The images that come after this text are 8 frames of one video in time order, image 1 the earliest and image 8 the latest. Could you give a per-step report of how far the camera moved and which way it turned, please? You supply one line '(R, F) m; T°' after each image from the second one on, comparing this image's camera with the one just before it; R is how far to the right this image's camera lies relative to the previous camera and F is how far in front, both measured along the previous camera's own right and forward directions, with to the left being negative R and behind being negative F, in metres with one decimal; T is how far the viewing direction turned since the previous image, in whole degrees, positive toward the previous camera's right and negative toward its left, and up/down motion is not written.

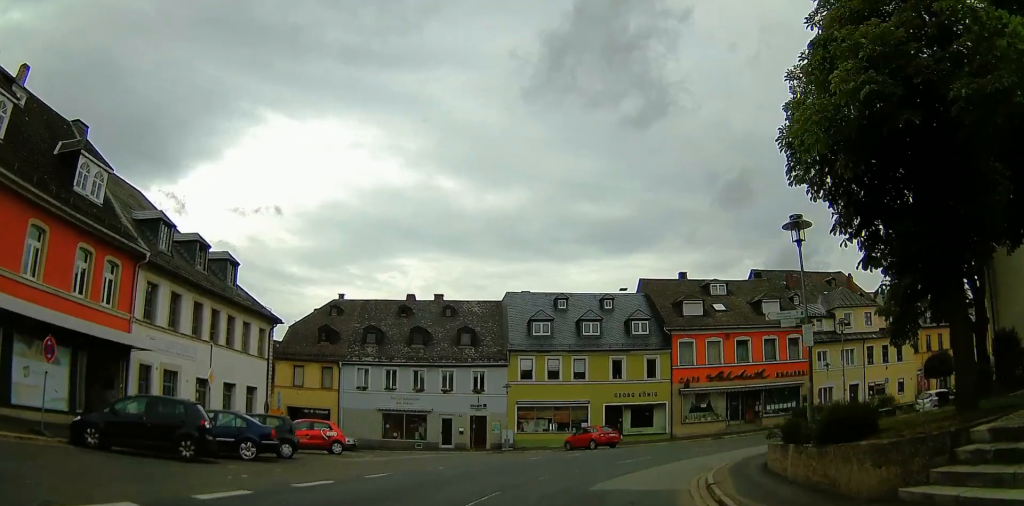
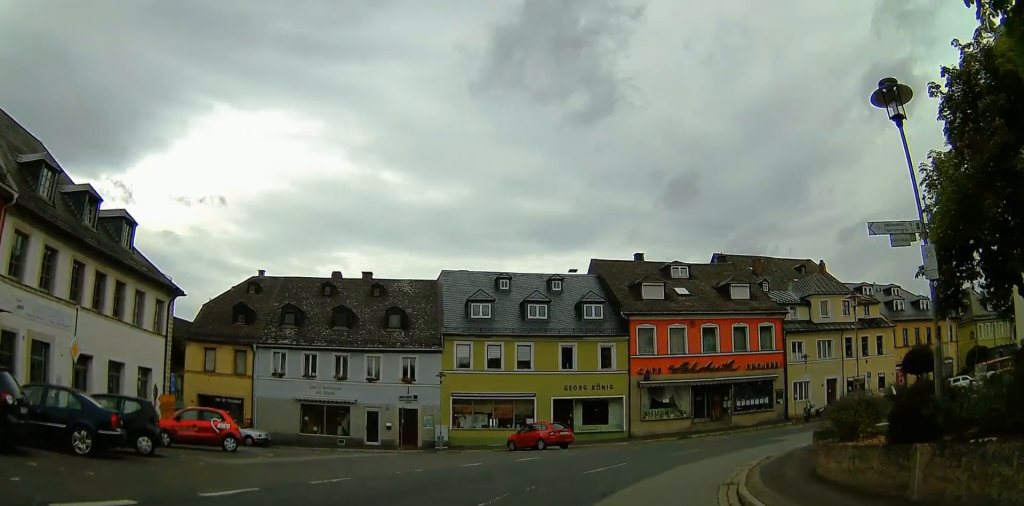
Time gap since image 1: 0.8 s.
(0.0, +5.6) m; +1°
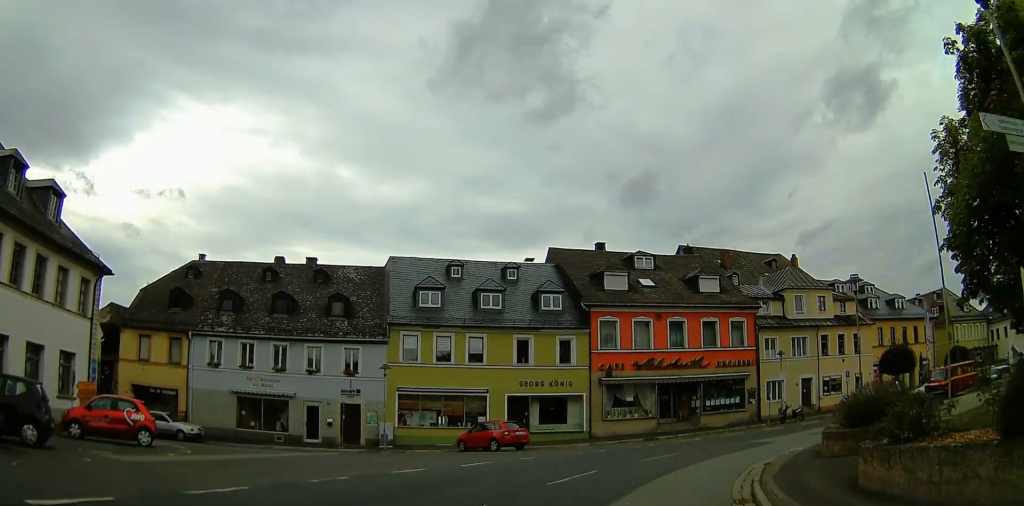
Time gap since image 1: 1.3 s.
(0.0, +3.1) m; +6°
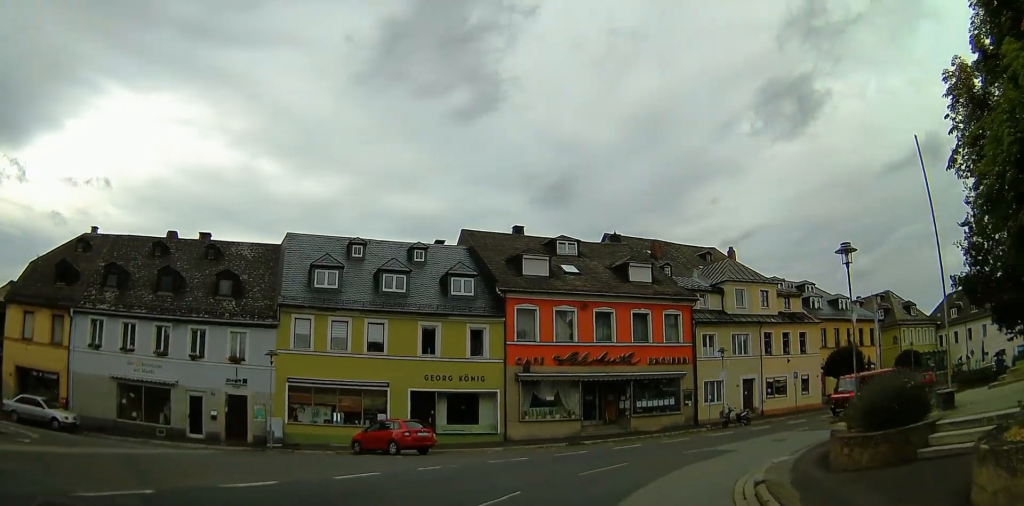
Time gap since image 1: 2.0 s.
(+0.1, +4.5) m; +10°
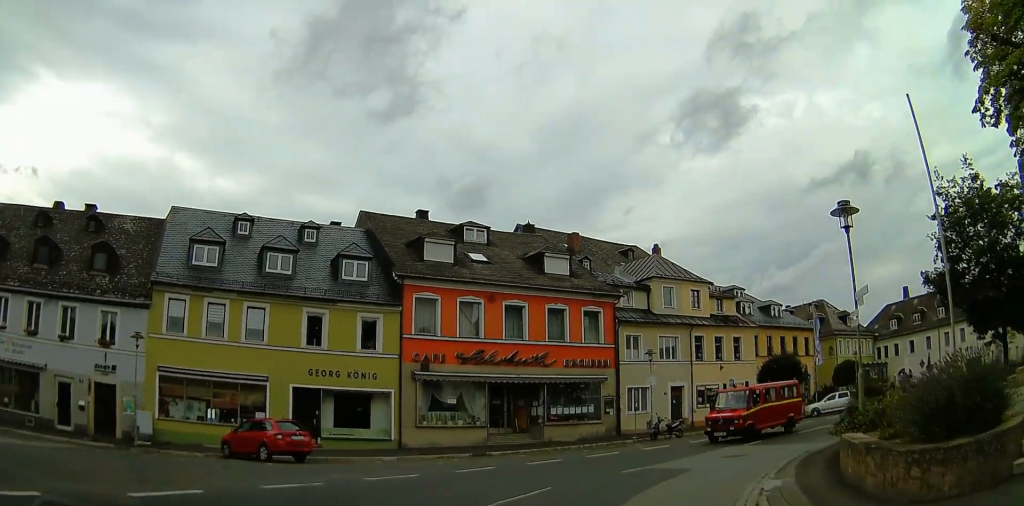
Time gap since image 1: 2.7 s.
(+0.7, +4.4) m; +13°
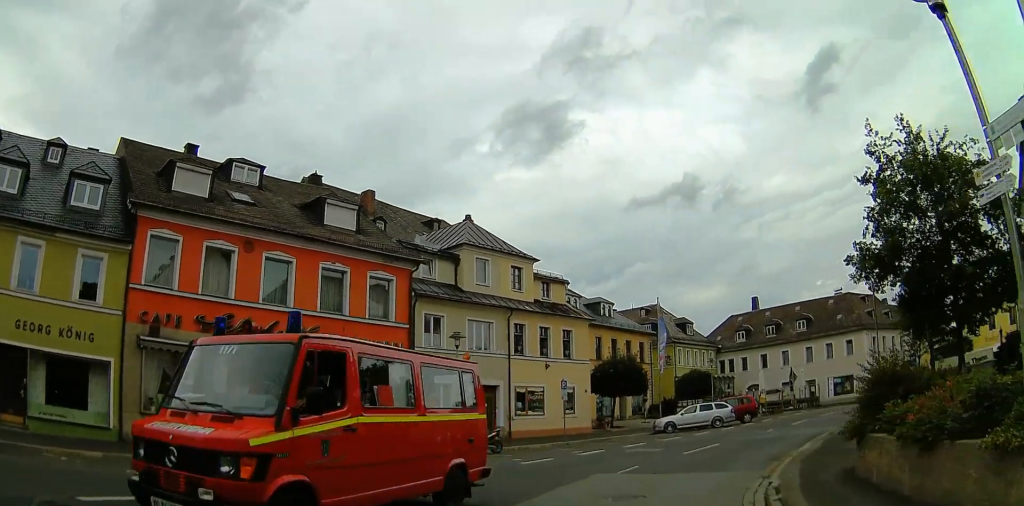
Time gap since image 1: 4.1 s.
(+1.3, +8.1) m; +15°
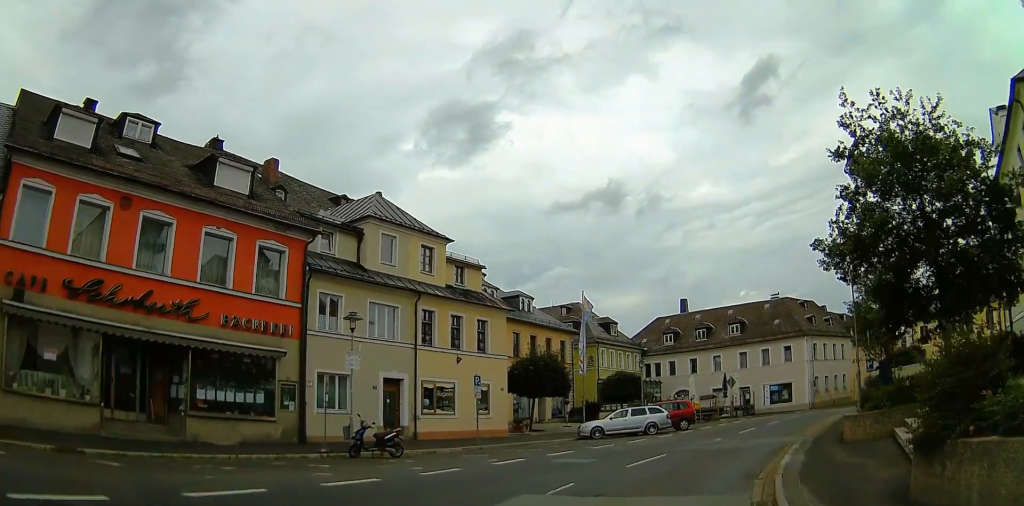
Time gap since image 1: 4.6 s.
(+0.2, +3.4) m; +4°
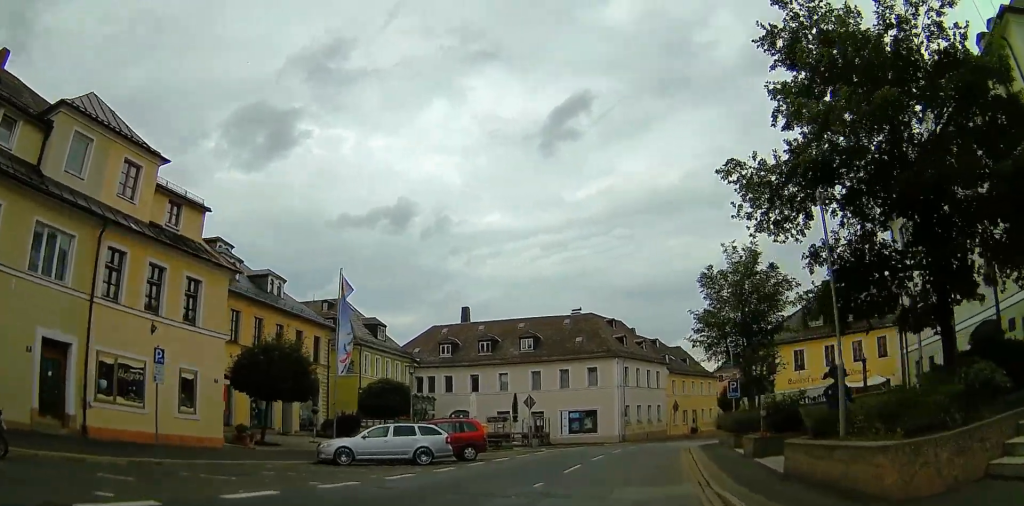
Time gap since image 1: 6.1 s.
(+1.1, +8.2) m; +22°
